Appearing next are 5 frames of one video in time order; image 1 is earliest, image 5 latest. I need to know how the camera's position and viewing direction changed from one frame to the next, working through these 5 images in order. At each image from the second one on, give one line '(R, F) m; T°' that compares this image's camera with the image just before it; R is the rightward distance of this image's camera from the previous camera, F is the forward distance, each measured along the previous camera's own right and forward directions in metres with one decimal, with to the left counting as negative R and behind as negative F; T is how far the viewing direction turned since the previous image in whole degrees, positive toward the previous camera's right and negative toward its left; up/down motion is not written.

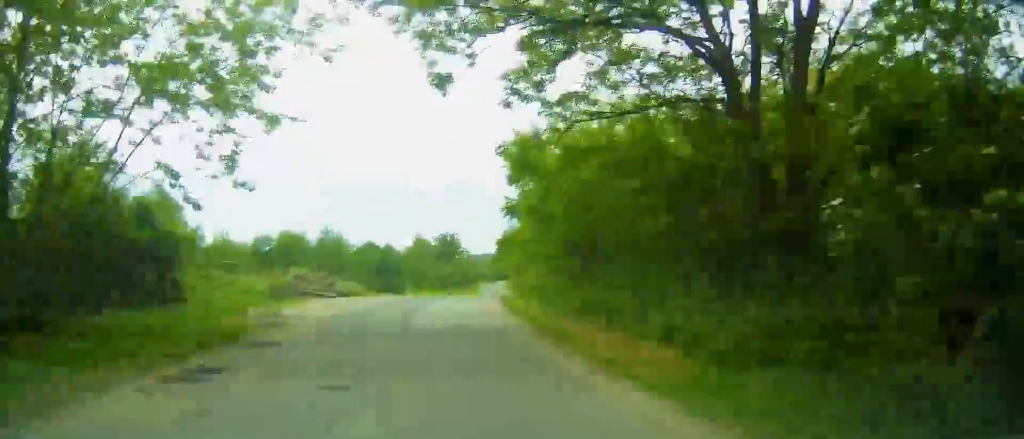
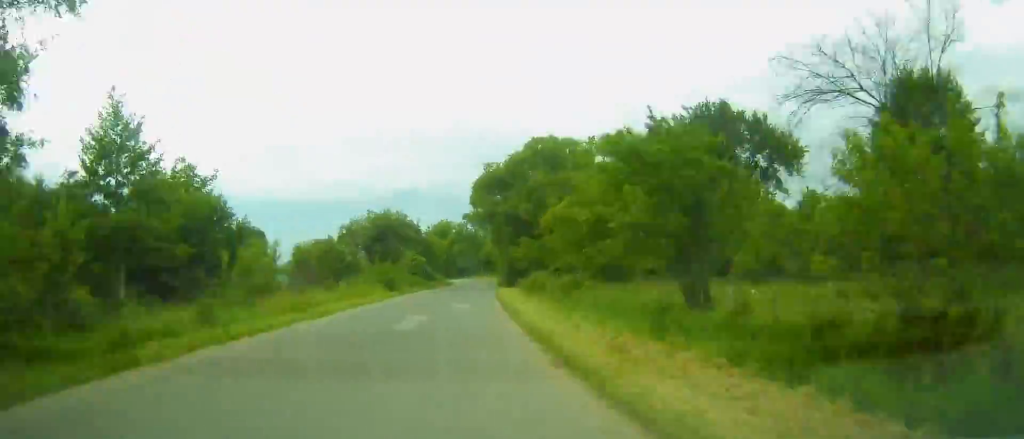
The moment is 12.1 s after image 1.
(-2.5, +209.1) m; +1°
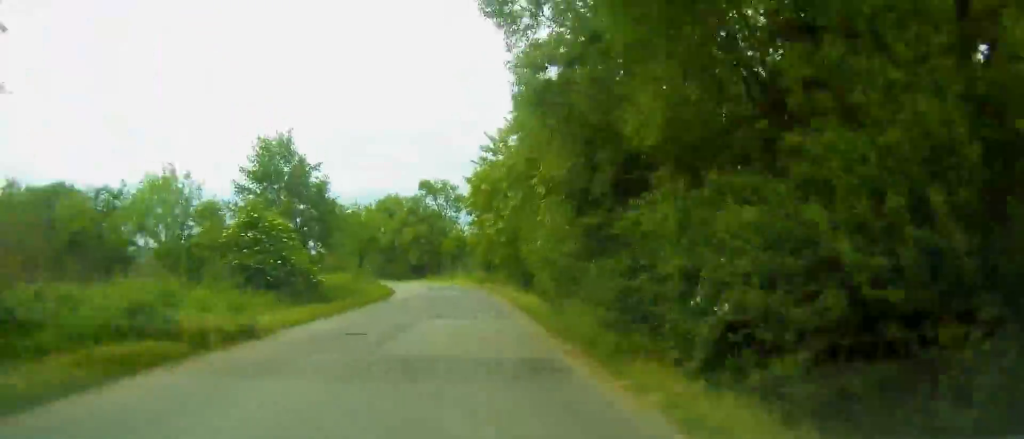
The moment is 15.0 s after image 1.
(+0.6, +48.9) m; -4°
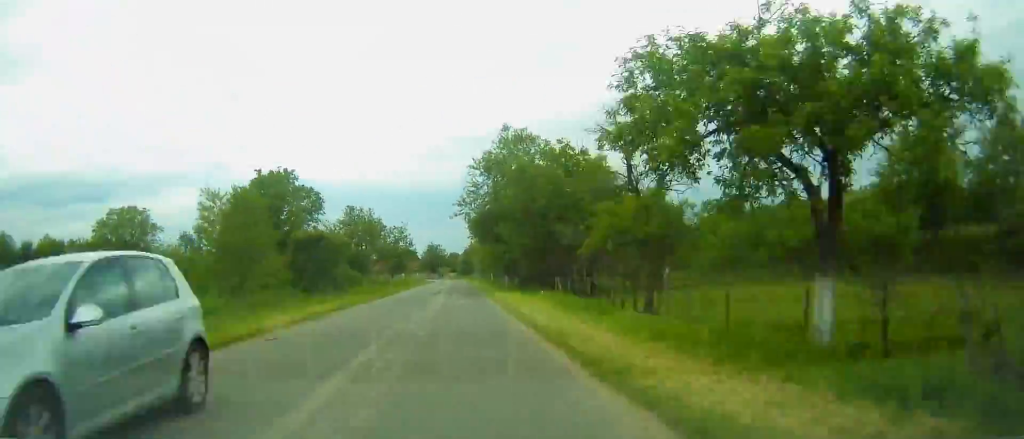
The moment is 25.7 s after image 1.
(-32.1, +178.8) m; -15°
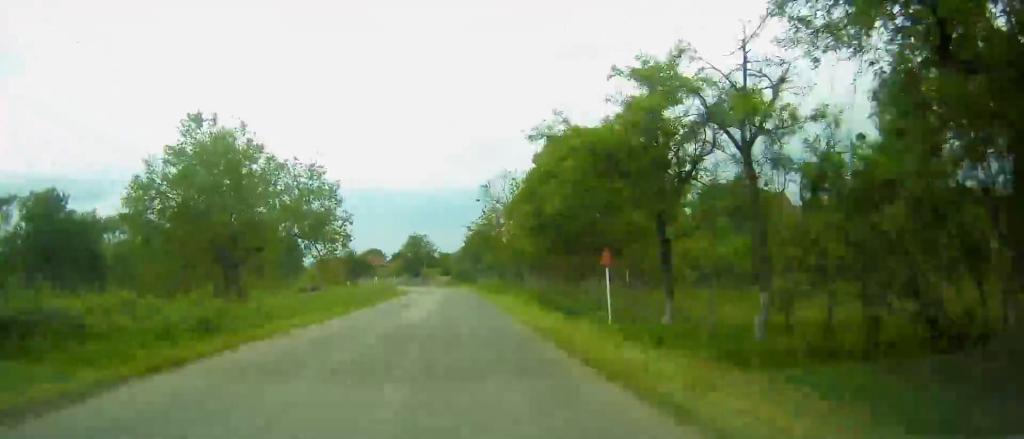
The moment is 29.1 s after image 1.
(+0.2, +60.3) m; -2°
